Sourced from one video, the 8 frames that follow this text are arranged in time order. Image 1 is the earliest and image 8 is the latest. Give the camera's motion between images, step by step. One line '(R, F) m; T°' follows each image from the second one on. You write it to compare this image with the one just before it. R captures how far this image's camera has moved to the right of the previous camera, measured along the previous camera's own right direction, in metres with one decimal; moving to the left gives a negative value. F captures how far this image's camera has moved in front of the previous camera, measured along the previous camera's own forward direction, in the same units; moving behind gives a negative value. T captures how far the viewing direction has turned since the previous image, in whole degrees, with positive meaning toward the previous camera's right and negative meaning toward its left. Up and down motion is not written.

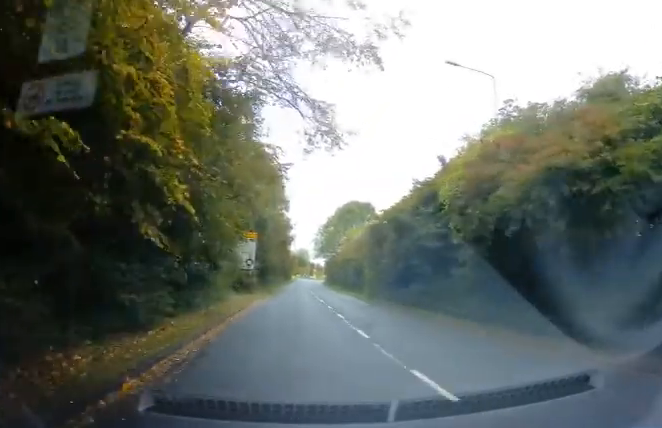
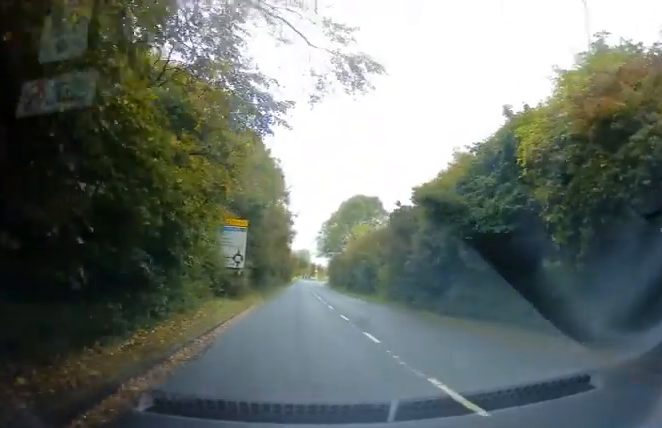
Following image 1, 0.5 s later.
(+0.1, +6.4) m; 0°
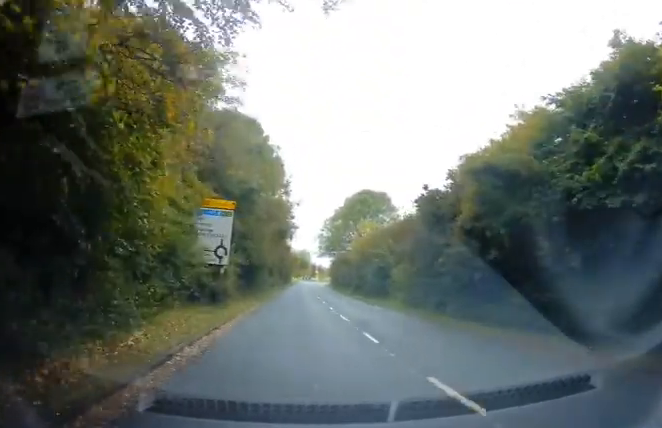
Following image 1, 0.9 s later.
(0.0, +5.2) m; 0°
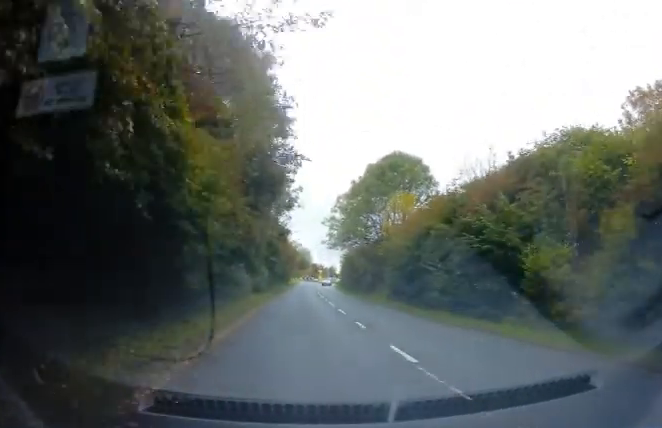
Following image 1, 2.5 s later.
(0.0, +19.8) m; -1°
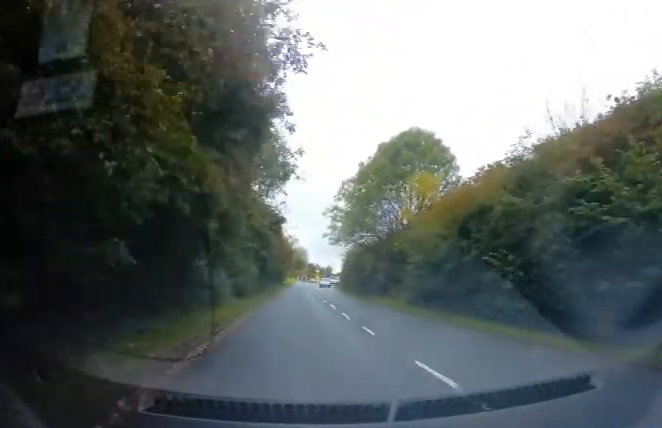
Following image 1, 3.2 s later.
(-0.2, +7.4) m; 0°
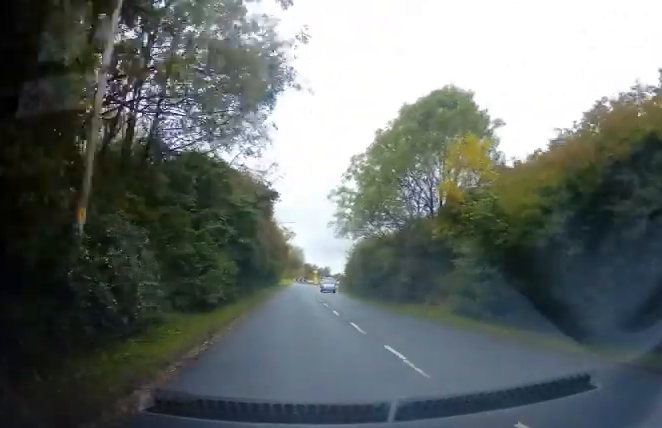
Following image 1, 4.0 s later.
(0.0, +9.2) m; +1°
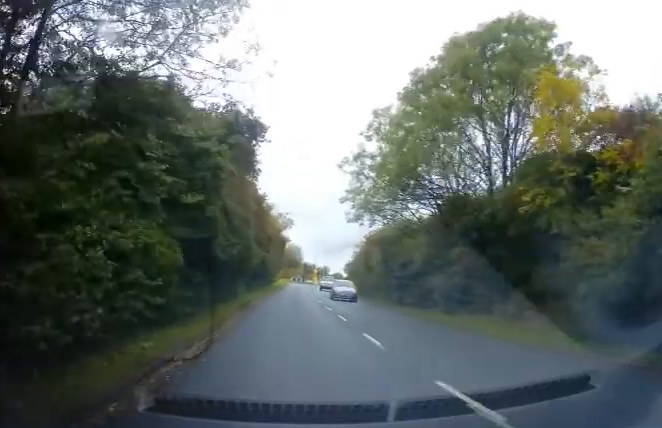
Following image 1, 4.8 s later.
(+0.2, +9.3) m; +1°
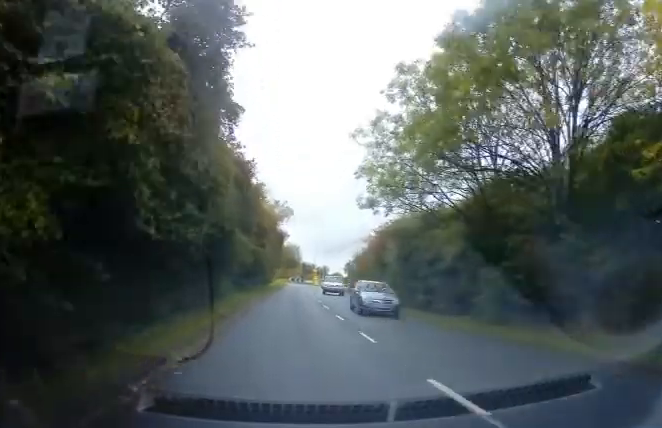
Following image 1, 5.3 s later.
(0.0, +5.3) m; 0°
